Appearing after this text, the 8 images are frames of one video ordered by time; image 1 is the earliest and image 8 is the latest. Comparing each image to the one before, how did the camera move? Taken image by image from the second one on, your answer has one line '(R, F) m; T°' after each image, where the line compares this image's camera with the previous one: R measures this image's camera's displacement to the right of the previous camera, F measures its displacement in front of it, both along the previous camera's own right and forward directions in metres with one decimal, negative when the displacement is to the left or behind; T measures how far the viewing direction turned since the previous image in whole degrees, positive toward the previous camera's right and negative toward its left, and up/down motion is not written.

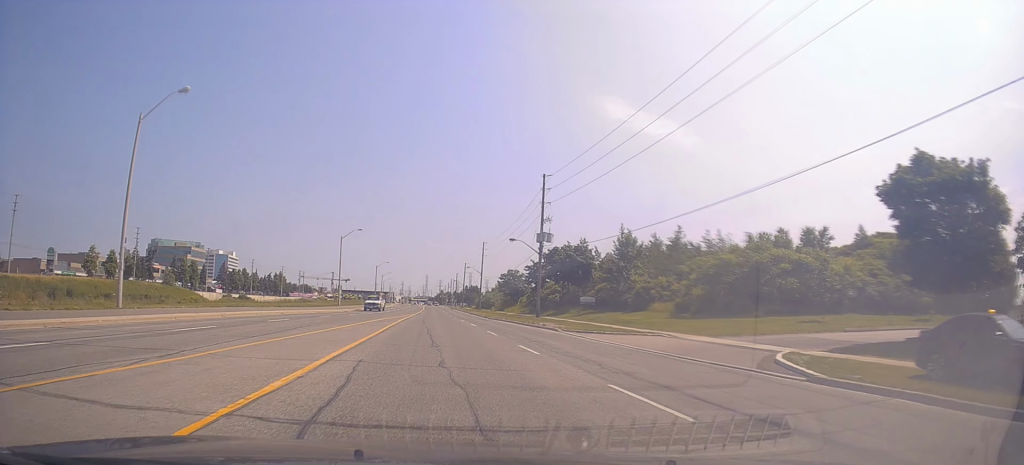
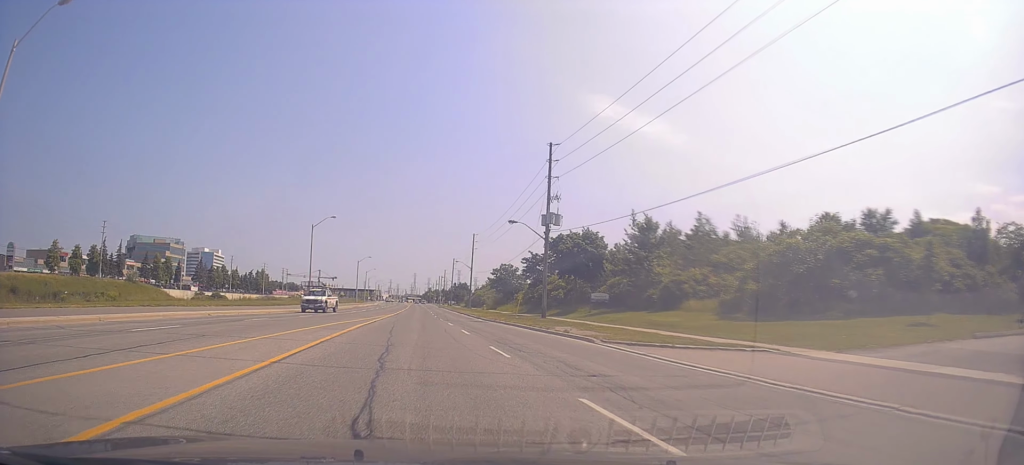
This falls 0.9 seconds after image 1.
(-0.2, +10.6) m; +2°
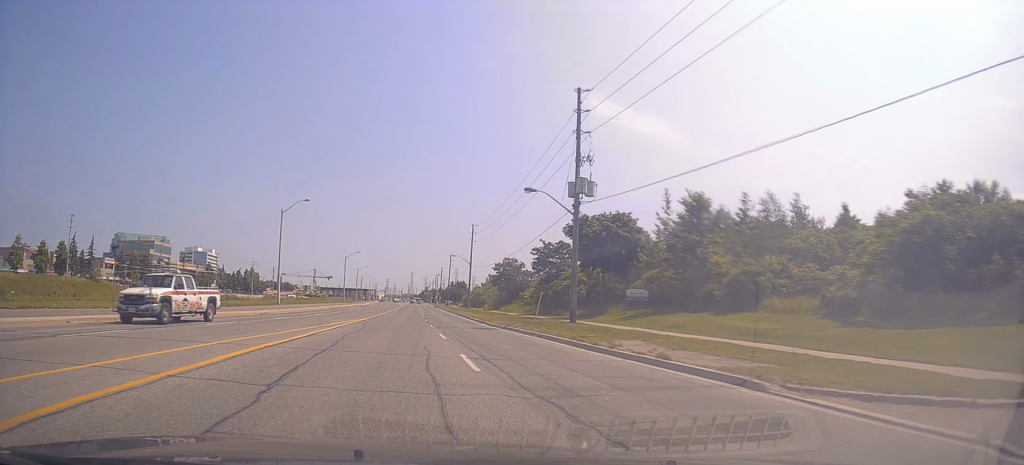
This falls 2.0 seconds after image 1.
(+0.6, +12.2) m; +4°
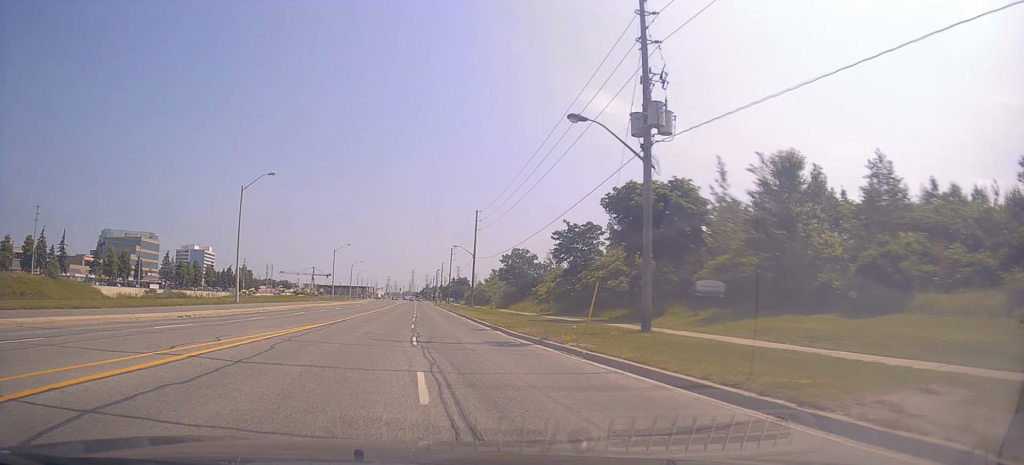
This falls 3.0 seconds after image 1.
(+0.1, +13.1) m; -1°
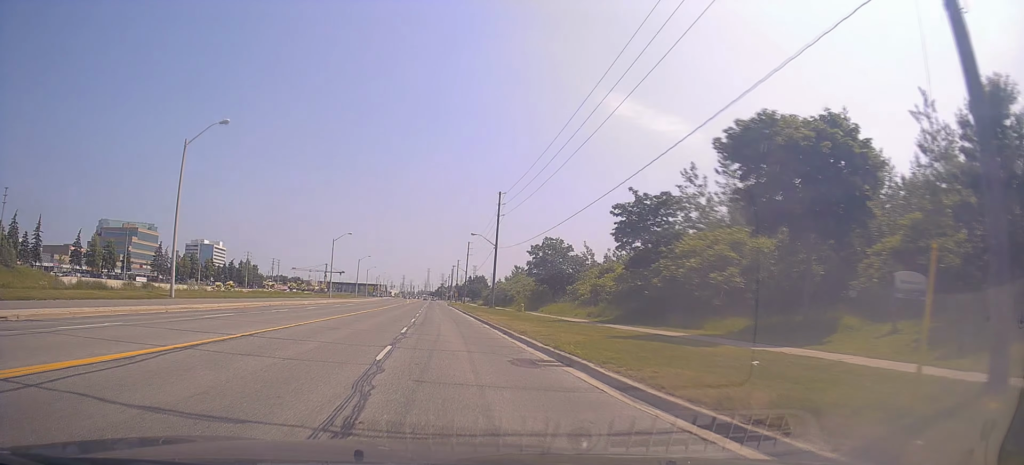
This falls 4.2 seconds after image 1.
(-0.3, +14.9) m; 0°
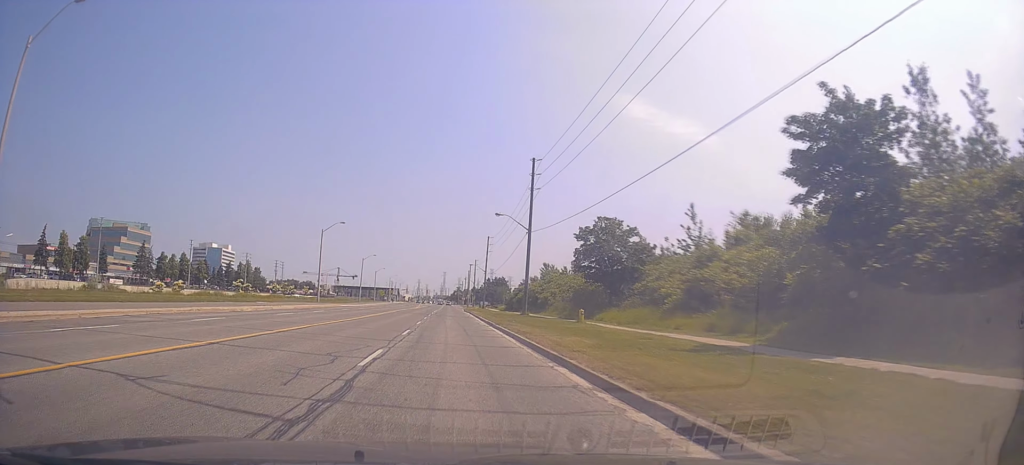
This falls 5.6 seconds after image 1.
(-0.1, +18.6) m; -2°
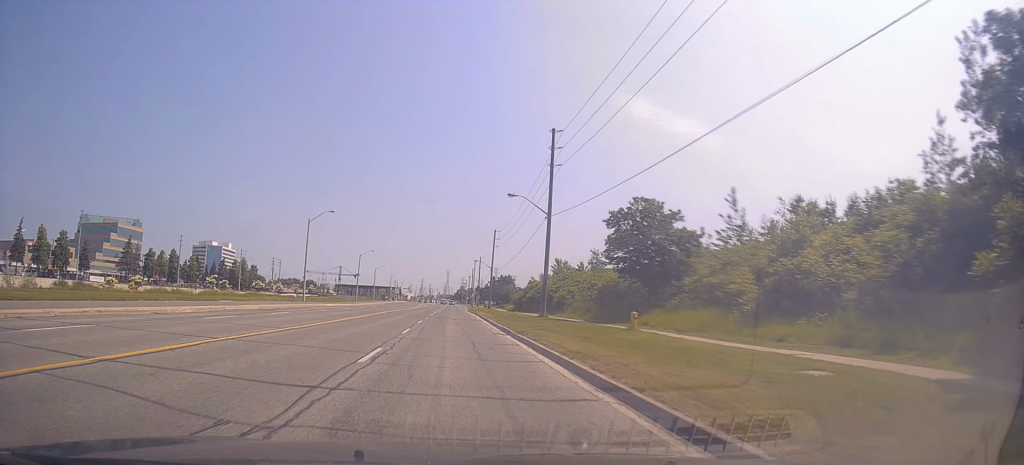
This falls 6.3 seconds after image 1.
(-0.1, +9.6) m; -1°
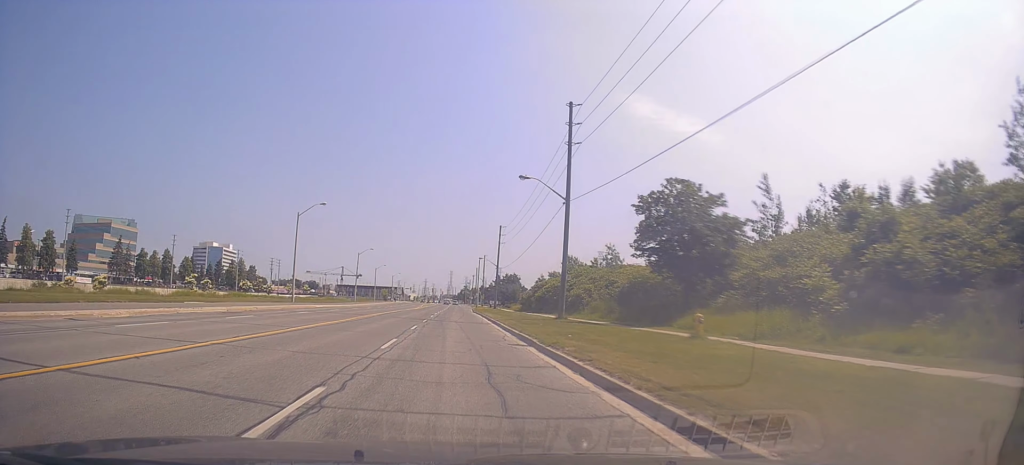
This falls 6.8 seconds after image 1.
(+0.1, +6.2) m; -1°
